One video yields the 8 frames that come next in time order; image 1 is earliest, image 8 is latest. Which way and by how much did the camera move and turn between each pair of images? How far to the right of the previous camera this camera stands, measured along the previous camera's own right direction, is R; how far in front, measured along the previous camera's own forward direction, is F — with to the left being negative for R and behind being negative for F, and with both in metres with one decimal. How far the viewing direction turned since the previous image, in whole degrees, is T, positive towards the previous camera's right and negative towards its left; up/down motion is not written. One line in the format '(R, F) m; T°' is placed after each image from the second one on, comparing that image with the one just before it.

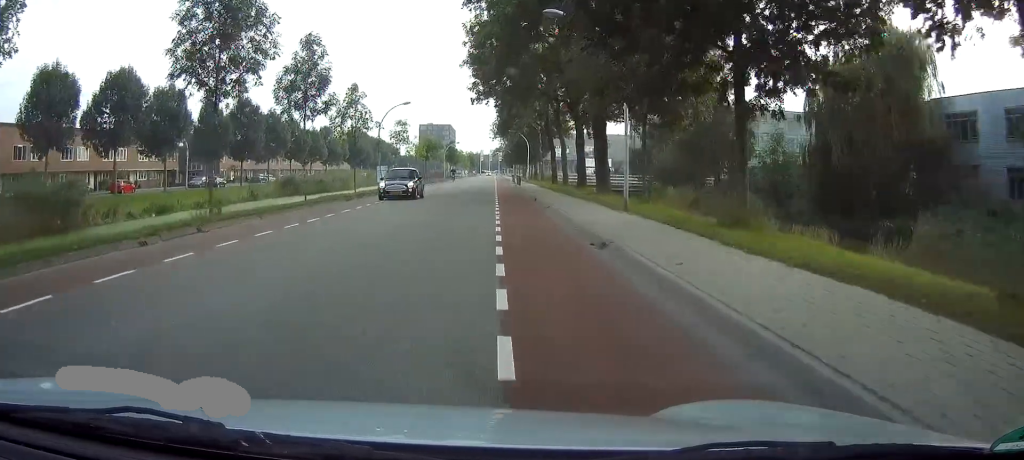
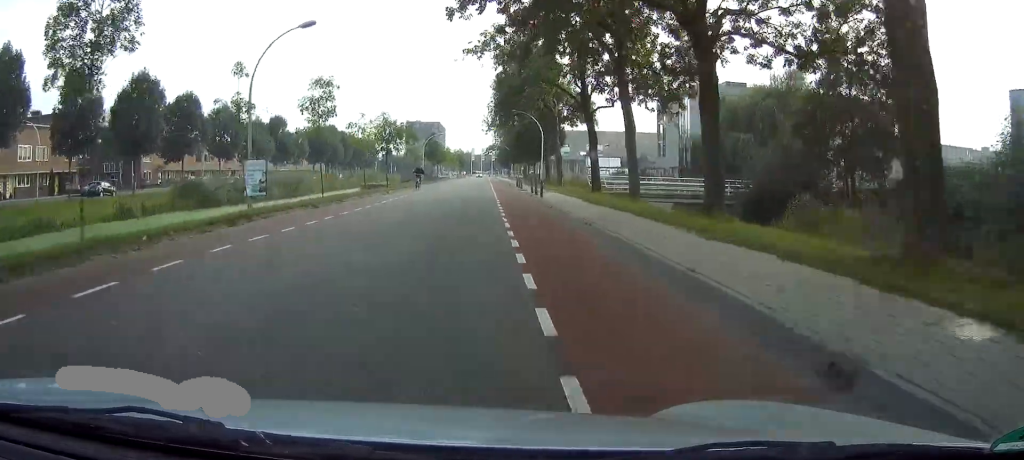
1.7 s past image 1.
(0.0, +26.0) m; 0°
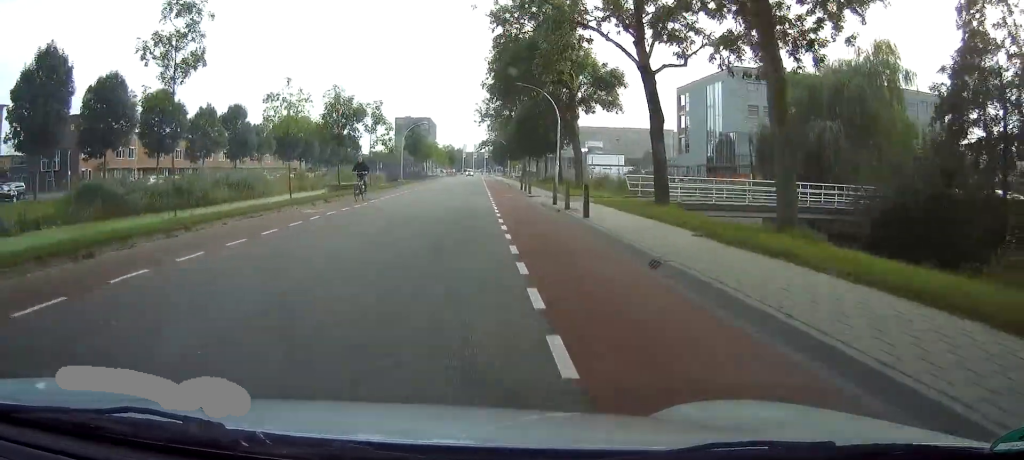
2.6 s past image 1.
(0.0, +14.5) m; 0°
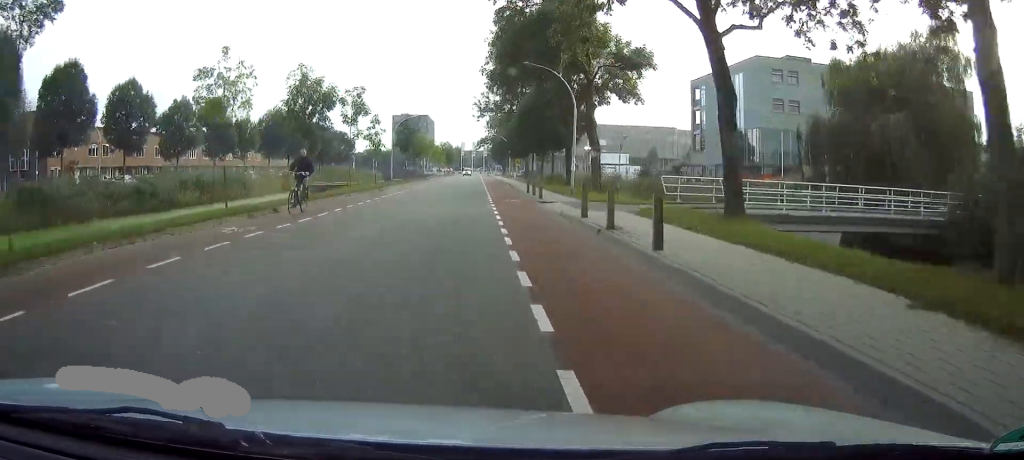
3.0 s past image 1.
(0.0, +6.5) m; 0°
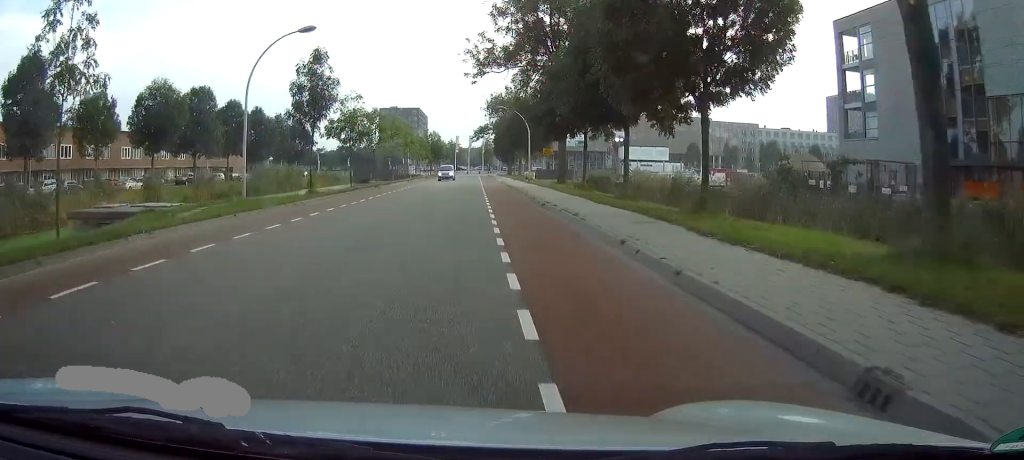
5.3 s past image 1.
(+0.4, +37.9) m; +1°
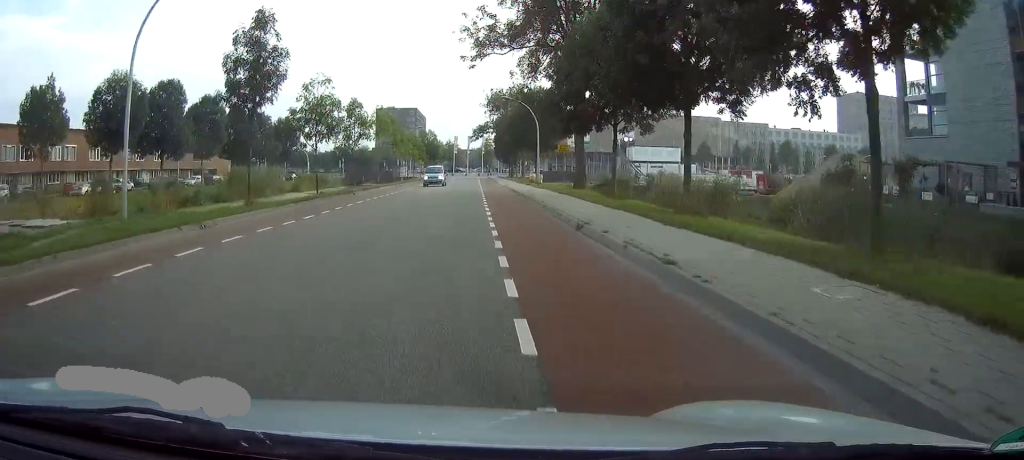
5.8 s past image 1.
(+0.1, +8.5) m; 0°
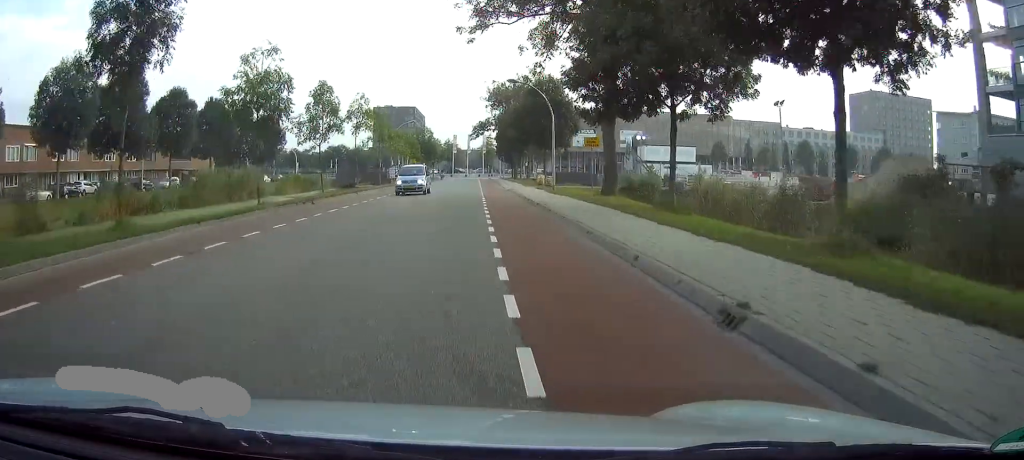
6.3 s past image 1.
(0.0, +8.8) m; 0°
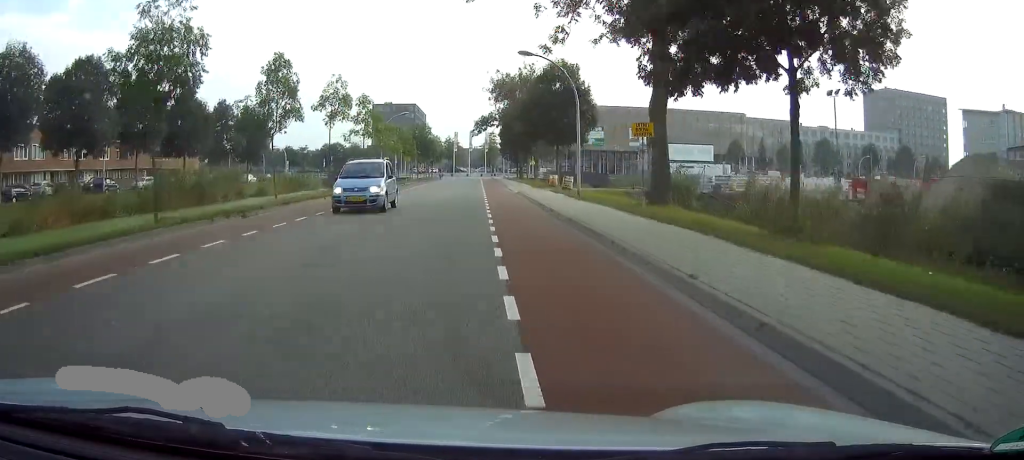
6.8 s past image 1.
(-0.1, +8.2) m; 0°
